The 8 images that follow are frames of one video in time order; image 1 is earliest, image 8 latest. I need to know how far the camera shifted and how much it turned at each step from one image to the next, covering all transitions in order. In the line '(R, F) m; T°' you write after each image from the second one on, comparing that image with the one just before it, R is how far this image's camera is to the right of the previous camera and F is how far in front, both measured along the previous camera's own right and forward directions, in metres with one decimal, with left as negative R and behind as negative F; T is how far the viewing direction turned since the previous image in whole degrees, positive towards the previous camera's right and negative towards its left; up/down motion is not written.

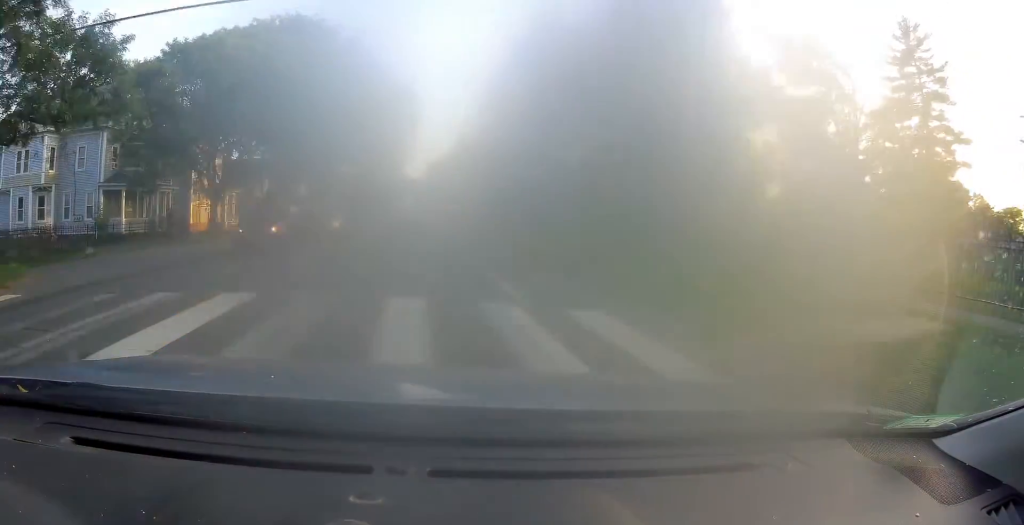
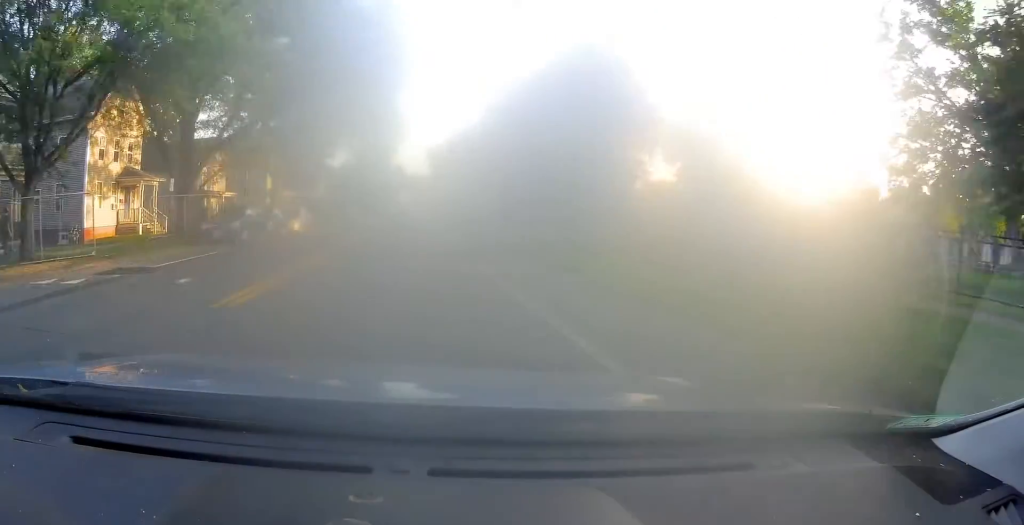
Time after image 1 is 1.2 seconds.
(0.0, +17.3) m; +2°
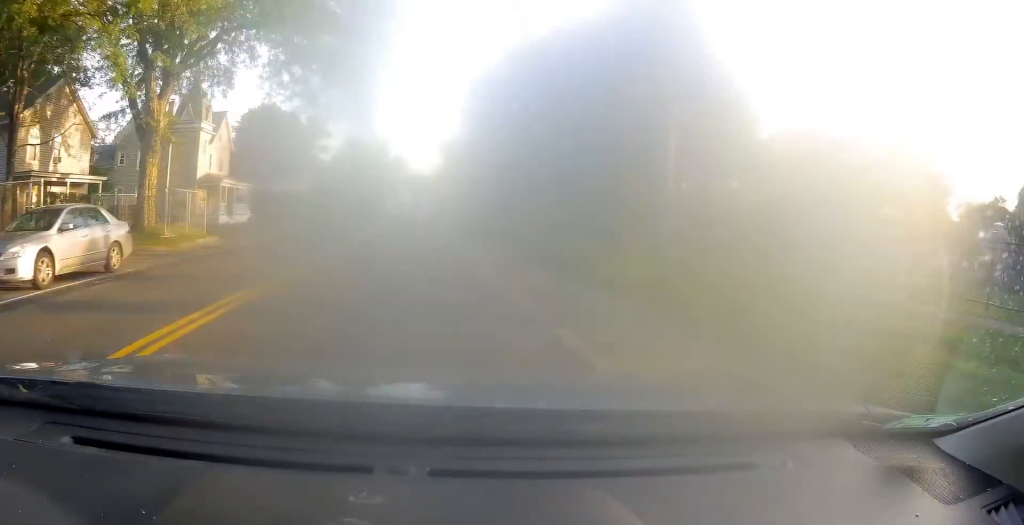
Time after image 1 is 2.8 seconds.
(+0.8, +24.7) m; +1°
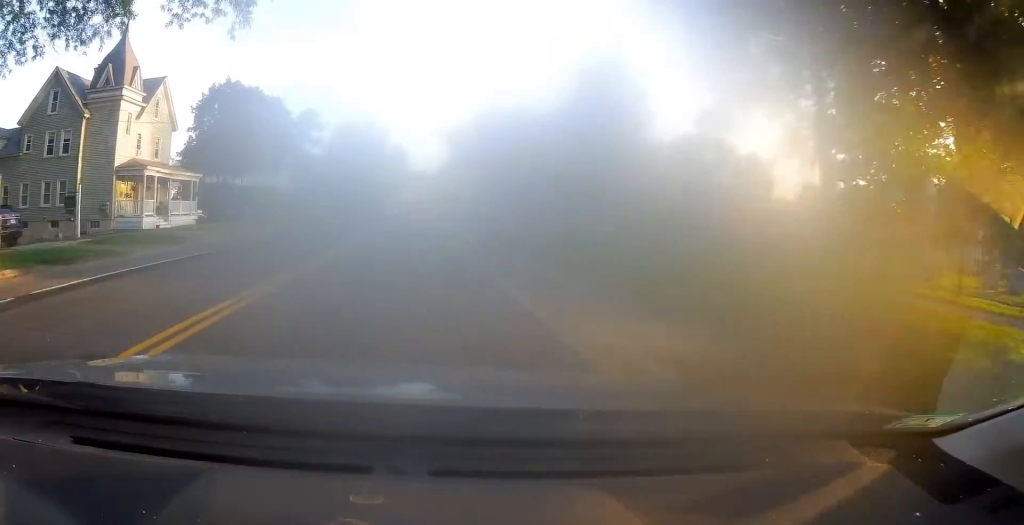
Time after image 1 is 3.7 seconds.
(-0.3, +14.5) m; -1°
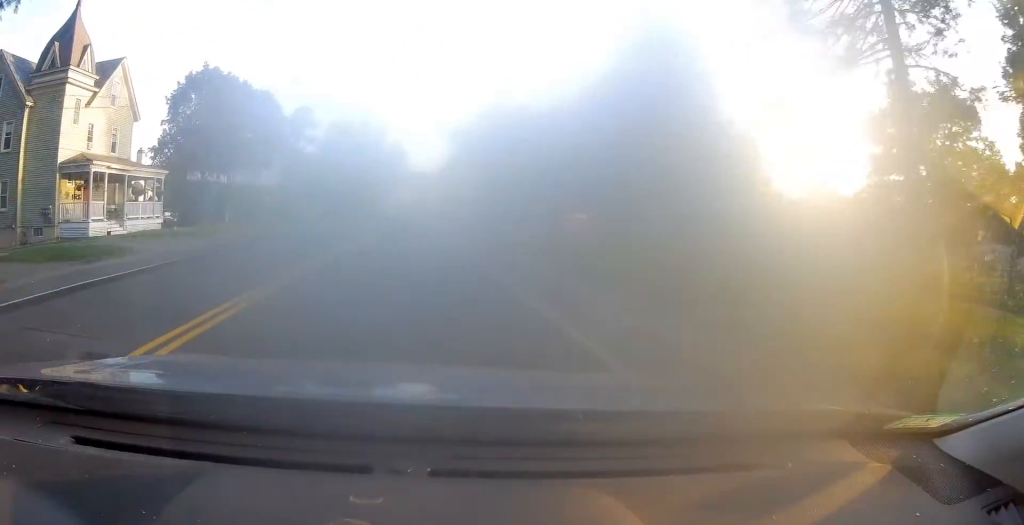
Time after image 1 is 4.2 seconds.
(0.0, +6.8) m; 0°
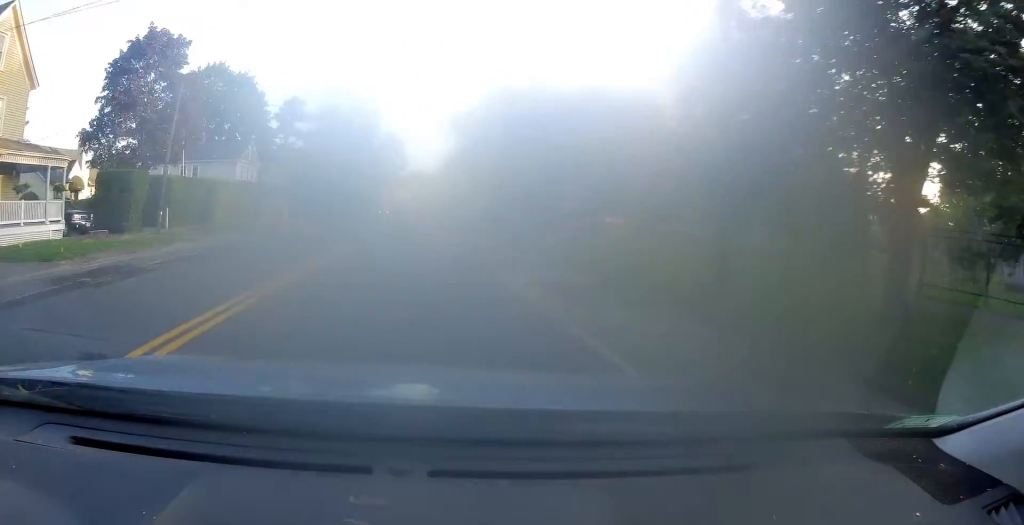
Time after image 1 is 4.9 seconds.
(0.0, +10.9) m; 0°
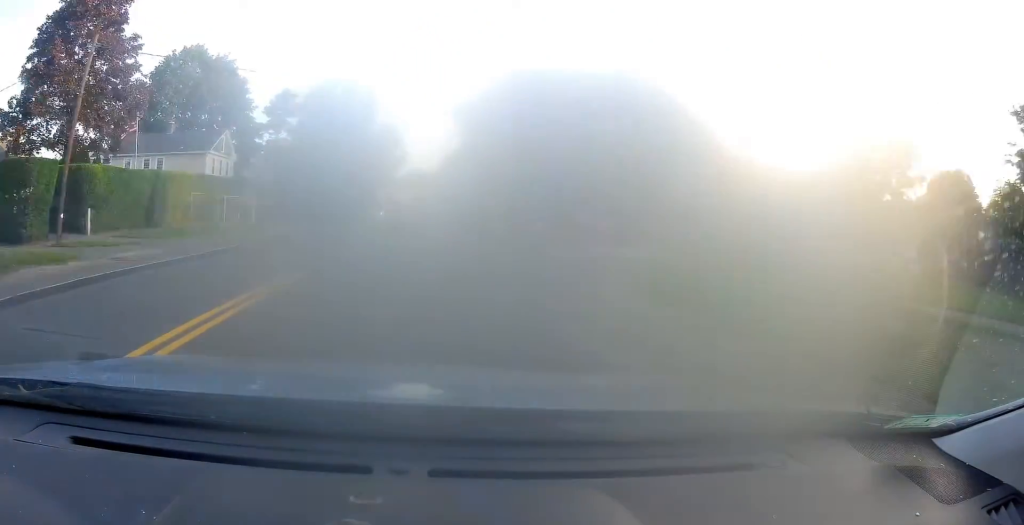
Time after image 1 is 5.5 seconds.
(+0.1, +9.2) m; -1°
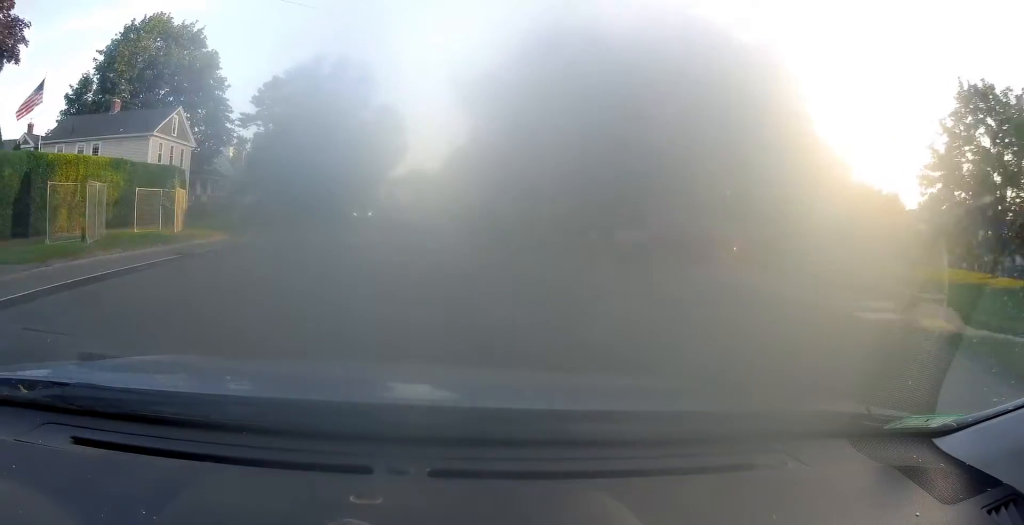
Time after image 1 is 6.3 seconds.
(-0.3, +12.7) m; 0°
